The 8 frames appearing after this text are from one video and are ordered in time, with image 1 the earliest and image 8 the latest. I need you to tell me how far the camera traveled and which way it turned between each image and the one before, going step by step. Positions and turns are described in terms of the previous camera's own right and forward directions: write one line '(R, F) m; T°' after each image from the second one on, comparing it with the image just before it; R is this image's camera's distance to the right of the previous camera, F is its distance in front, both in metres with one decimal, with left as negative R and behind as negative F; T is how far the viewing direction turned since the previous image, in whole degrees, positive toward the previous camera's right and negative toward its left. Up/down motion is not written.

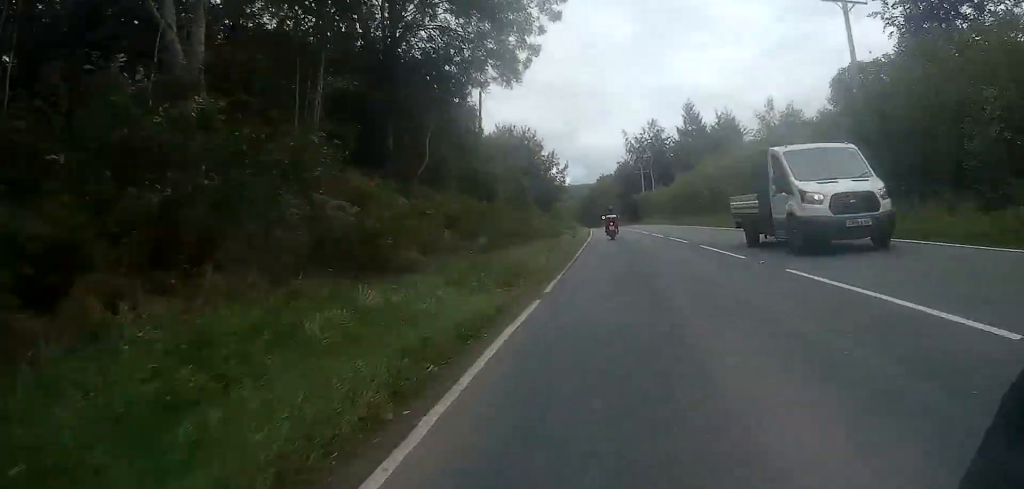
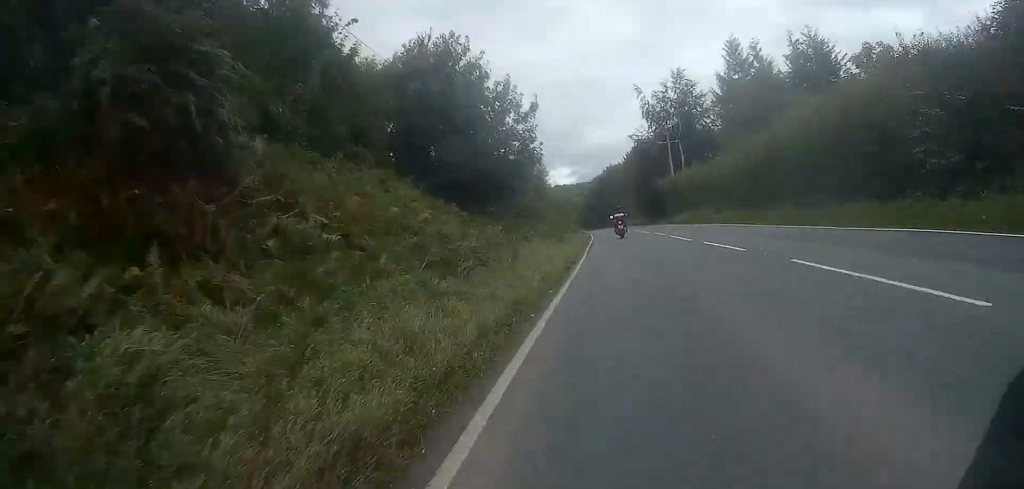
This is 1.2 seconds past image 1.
(-0.5, +35.2) m; -1°
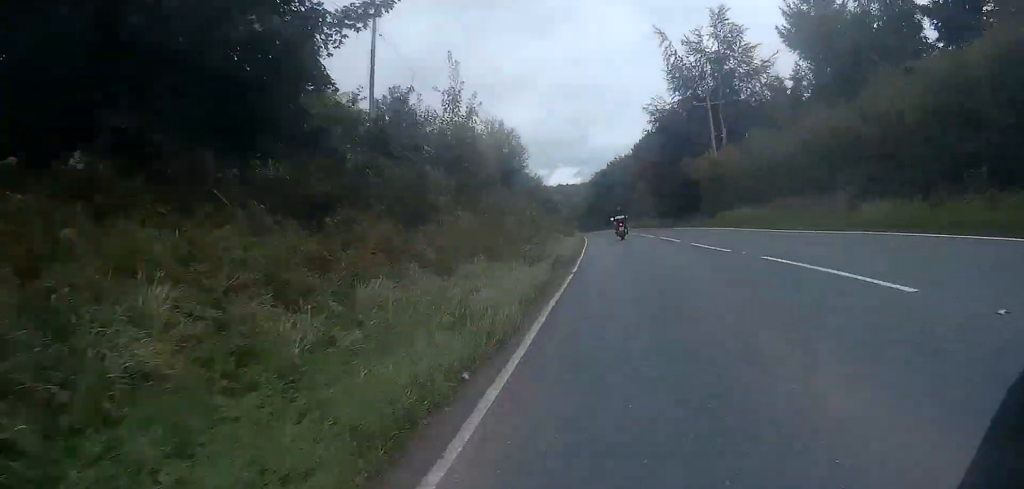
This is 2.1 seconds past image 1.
(-0.1, +25.5) m; 0°
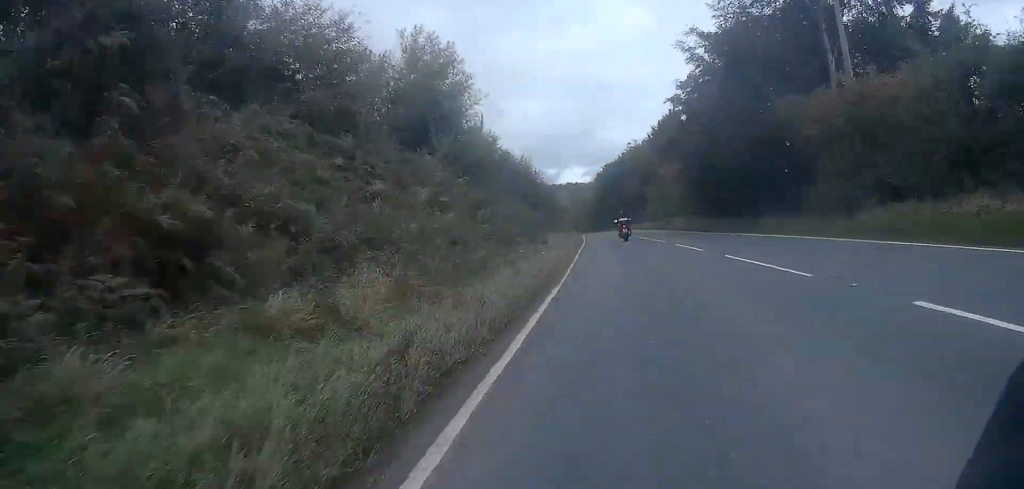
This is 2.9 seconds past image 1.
(0.0, +24.4) m; 0°
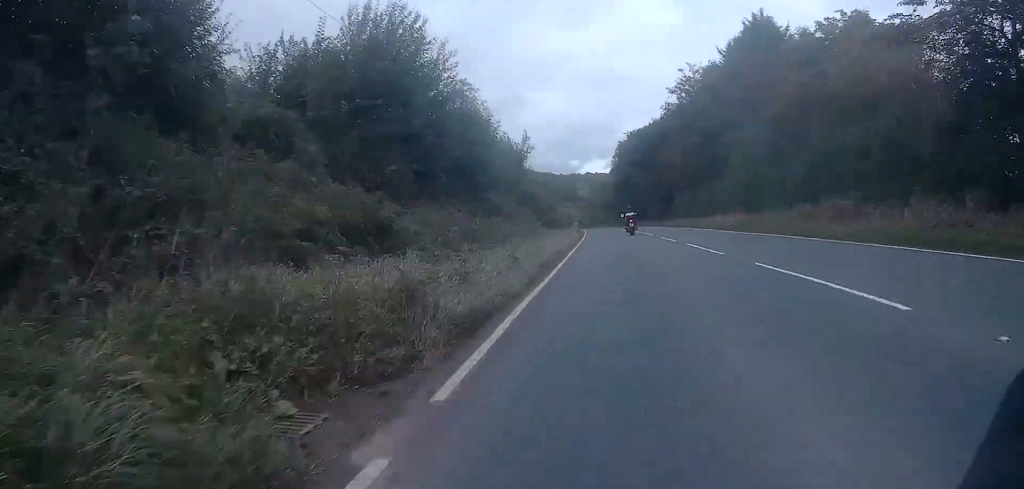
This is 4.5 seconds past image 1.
(-0.7, +47.7) m; -2°
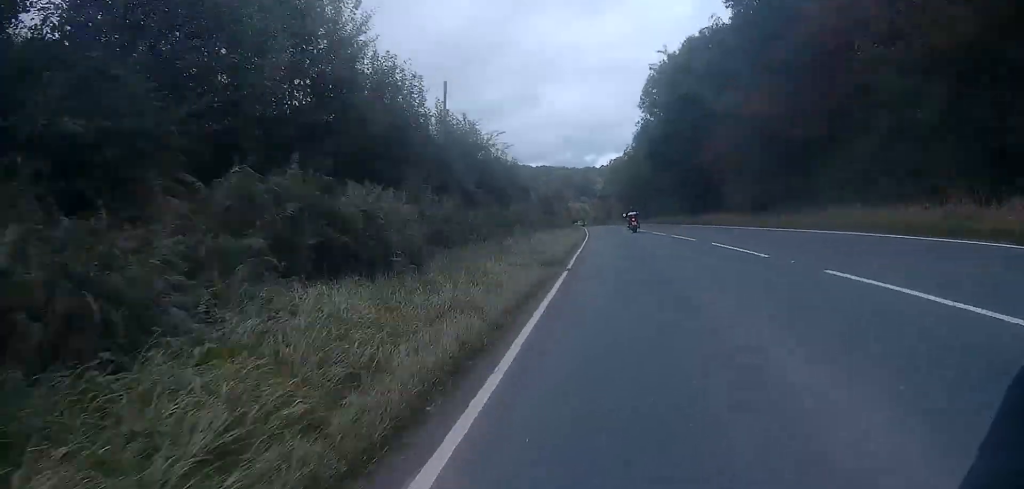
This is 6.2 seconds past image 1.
(-1.0, +47.9) m; -2°
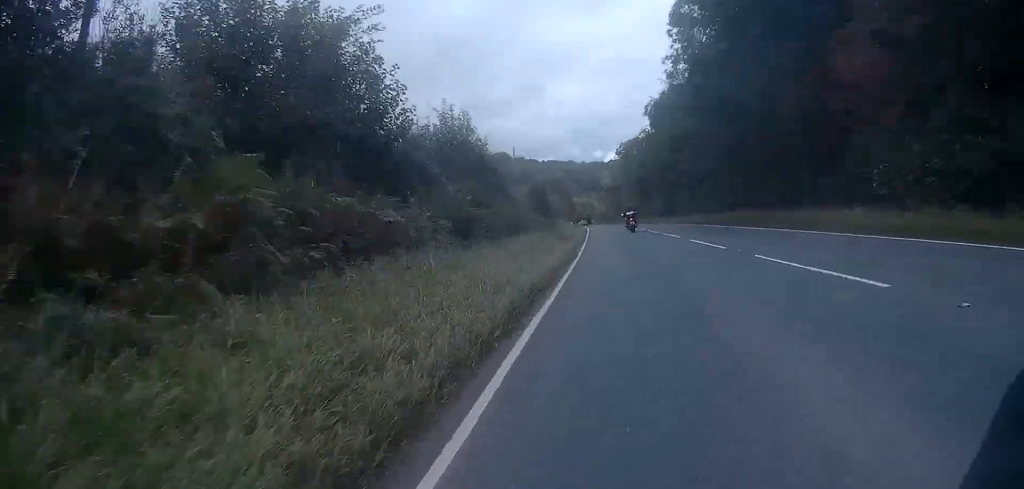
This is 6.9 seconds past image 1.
(-0.1, +22.4) m; -1°
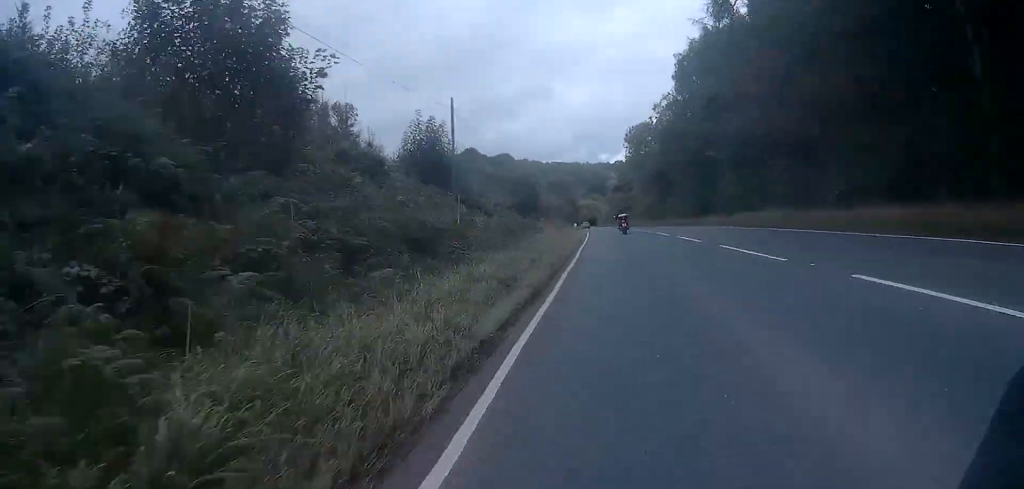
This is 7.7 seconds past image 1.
(-0.1, +22.4) m; -1°
